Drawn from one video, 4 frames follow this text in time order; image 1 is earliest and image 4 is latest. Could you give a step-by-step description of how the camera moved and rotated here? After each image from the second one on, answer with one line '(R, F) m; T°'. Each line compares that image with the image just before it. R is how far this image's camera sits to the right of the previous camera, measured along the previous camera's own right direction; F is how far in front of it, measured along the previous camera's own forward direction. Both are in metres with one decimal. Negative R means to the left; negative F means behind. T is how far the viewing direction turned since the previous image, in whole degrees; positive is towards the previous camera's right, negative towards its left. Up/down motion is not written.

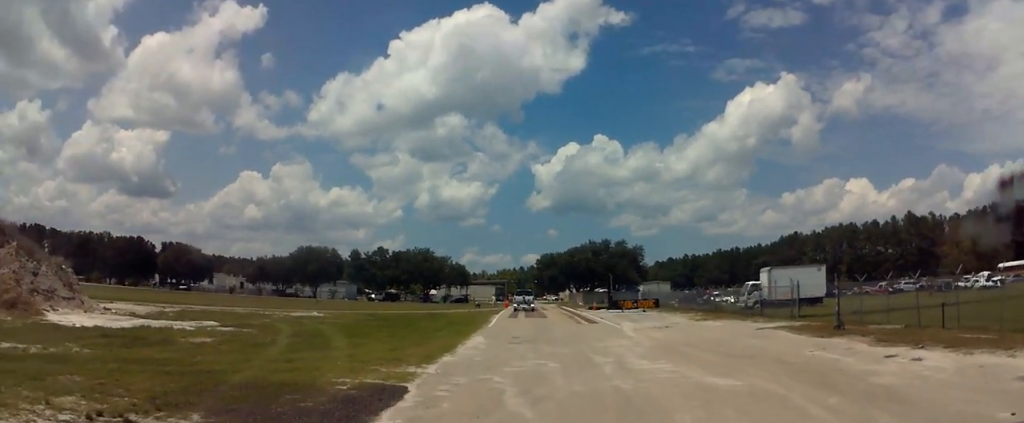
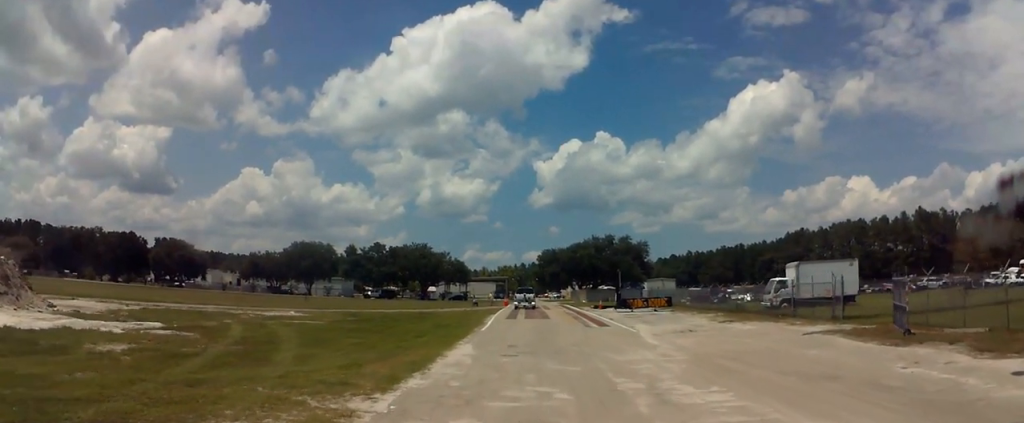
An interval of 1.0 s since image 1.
(0.0, +5.3) m; +3°
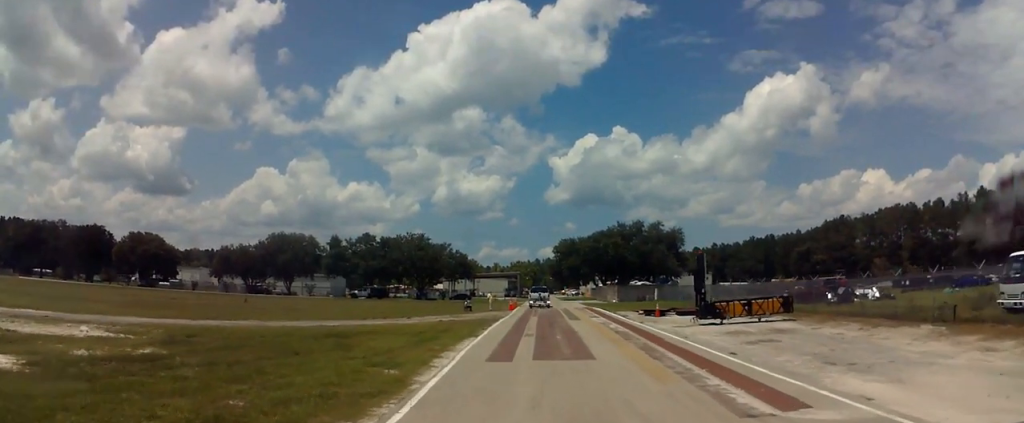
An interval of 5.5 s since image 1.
(-0.3, +24.3) m; -3°
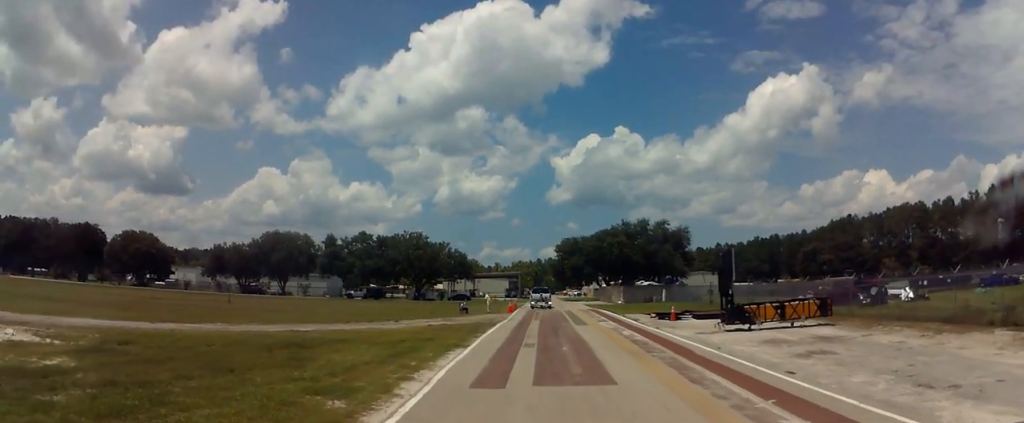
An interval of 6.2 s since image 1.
(0.0, +4.1) m; 0°
